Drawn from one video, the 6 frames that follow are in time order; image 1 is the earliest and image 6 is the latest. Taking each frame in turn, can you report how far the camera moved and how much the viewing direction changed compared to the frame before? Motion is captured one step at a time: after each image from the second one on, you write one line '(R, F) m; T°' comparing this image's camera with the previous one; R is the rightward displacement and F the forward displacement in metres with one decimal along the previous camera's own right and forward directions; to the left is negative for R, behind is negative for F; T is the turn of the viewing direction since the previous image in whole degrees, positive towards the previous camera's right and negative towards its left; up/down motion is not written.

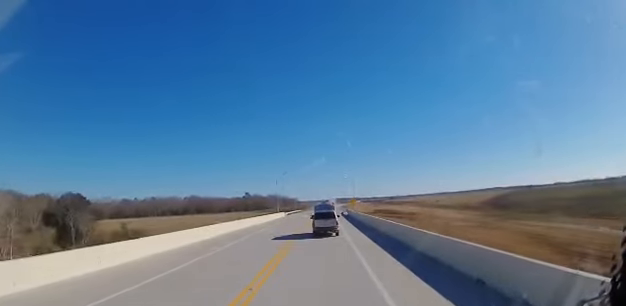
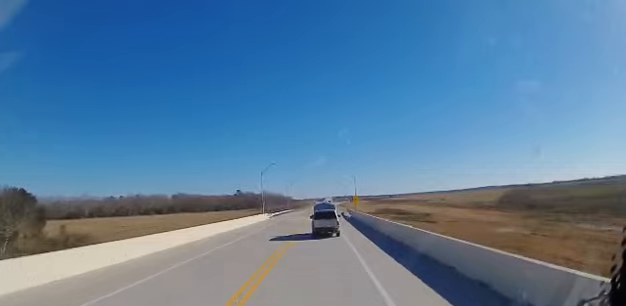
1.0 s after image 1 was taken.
(+0.6, +19.2) m; +1°
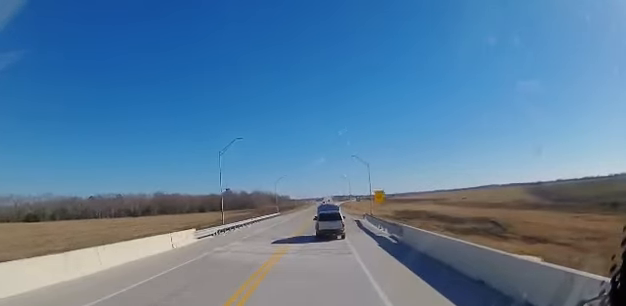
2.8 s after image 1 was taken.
(+0.5, +34.2) m; +1°
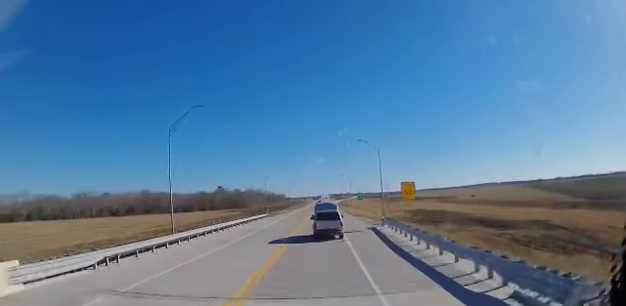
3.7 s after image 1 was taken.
(-0.2, +16.3) m; -1°
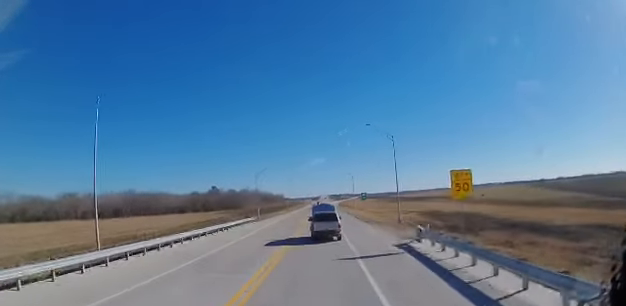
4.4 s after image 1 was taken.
(0.0, +12.0) m; 0°
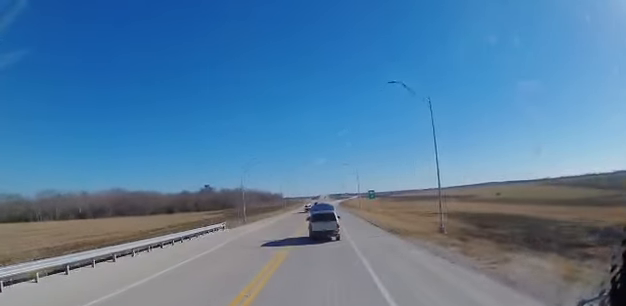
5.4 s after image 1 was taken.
(0.0, +15.8) m; 0°
